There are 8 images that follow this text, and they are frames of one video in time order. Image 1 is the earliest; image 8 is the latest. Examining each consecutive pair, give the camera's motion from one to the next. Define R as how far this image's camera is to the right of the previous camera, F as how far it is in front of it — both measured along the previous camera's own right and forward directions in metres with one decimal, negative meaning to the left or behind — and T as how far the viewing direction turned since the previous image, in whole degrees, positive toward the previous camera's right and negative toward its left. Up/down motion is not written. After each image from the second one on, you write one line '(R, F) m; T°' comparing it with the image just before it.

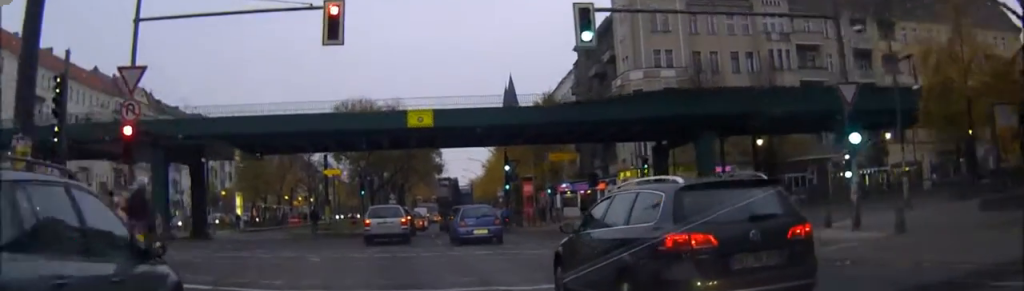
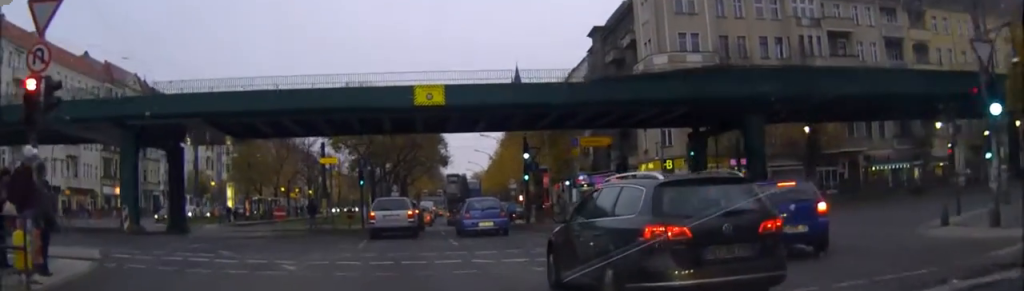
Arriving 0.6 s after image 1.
(0.0, +5.4) m; 0°
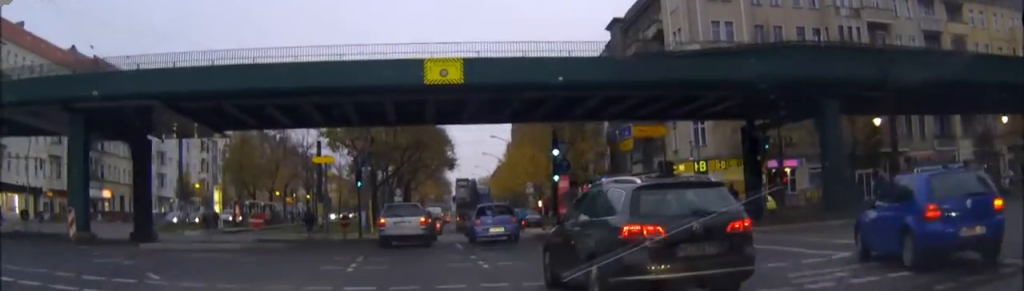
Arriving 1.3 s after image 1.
(0.0, +6.5) m; 0°
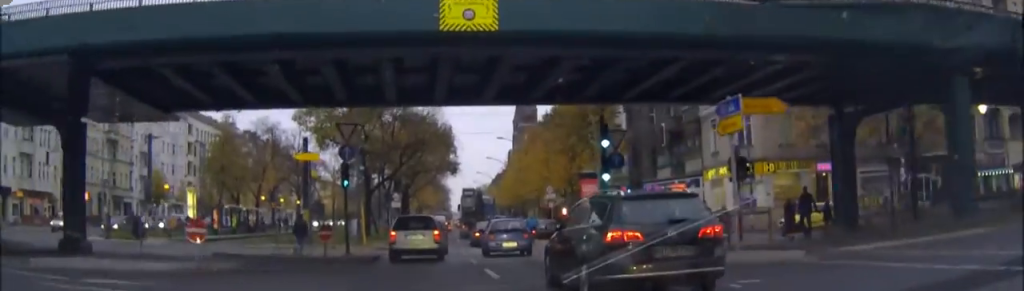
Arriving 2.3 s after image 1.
(0.0, +8.2) m; 0°
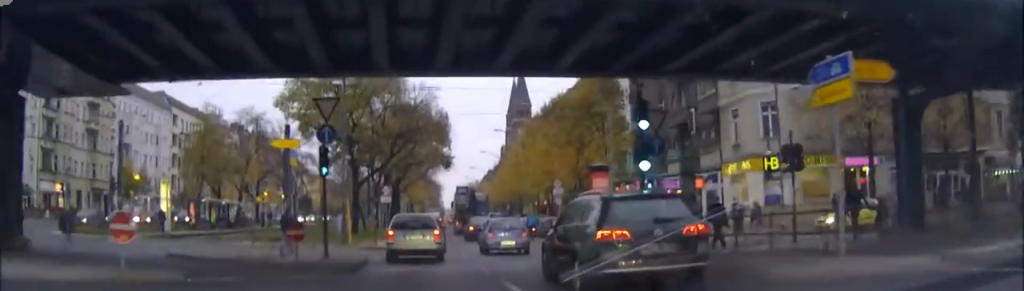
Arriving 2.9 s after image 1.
(0.0, +4.9) m; 0°
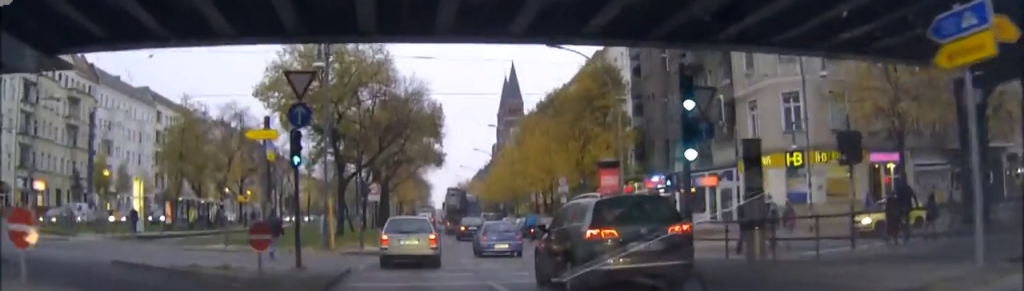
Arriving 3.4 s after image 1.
(0.0, +4.0) m; 0°
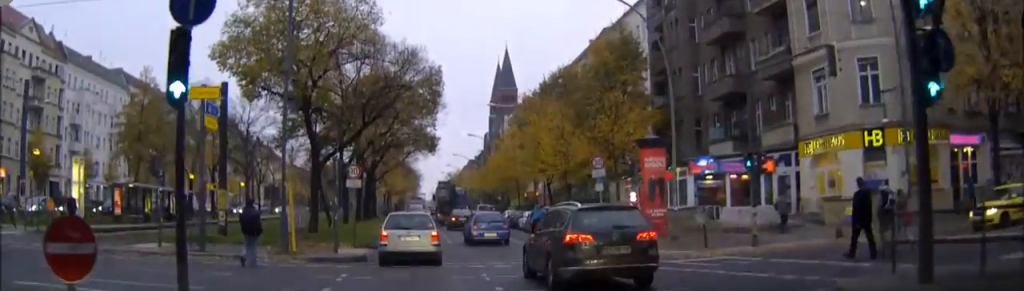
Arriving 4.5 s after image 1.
(0.0, +8.7) m; 0°
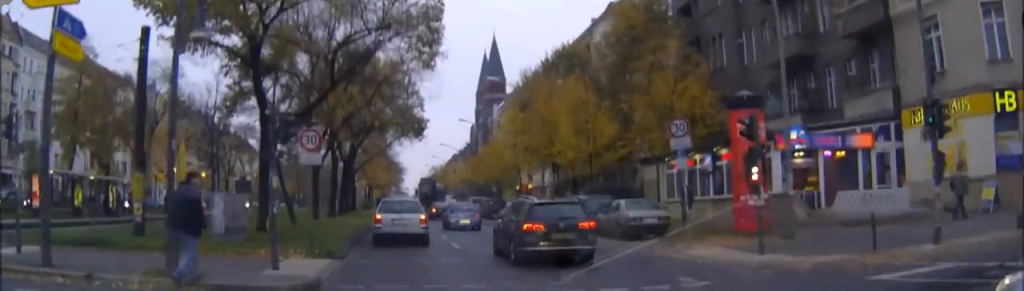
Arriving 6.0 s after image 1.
(0.0, +9.7) m; +2°
